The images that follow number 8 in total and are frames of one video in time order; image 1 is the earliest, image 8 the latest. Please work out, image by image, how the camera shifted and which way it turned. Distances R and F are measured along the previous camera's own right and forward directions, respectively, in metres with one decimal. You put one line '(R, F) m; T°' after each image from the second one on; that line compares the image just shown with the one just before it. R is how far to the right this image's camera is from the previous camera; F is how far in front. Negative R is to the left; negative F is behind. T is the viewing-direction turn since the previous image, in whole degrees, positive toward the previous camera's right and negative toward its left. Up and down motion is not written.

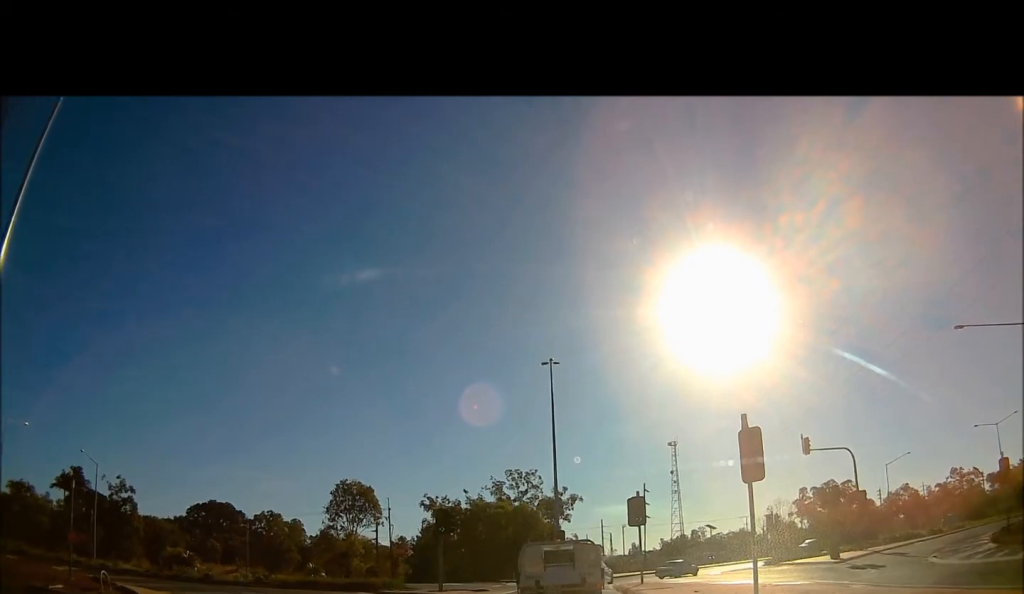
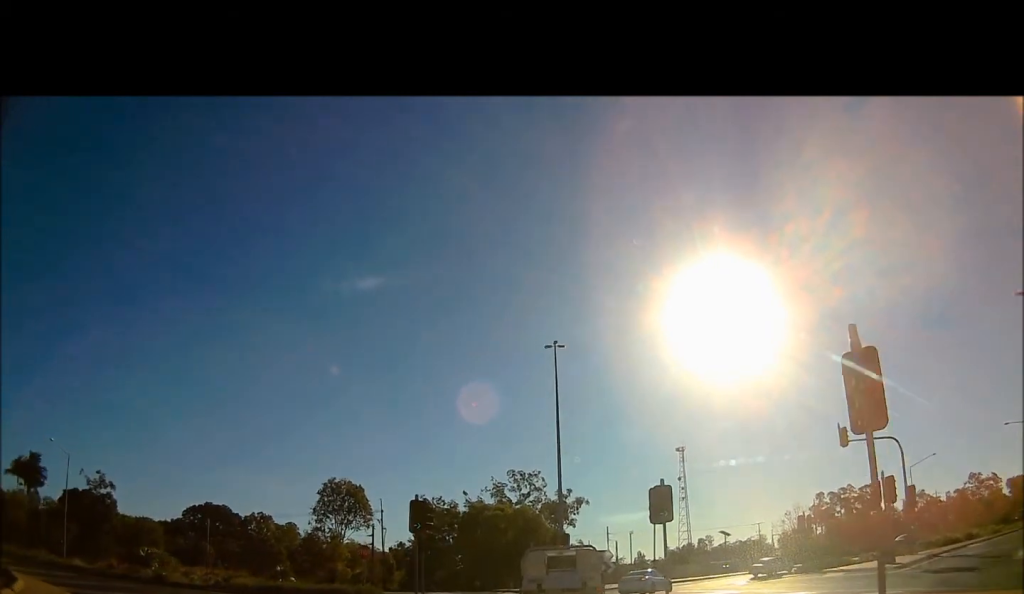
(+0.3, +6.3) m; +3°
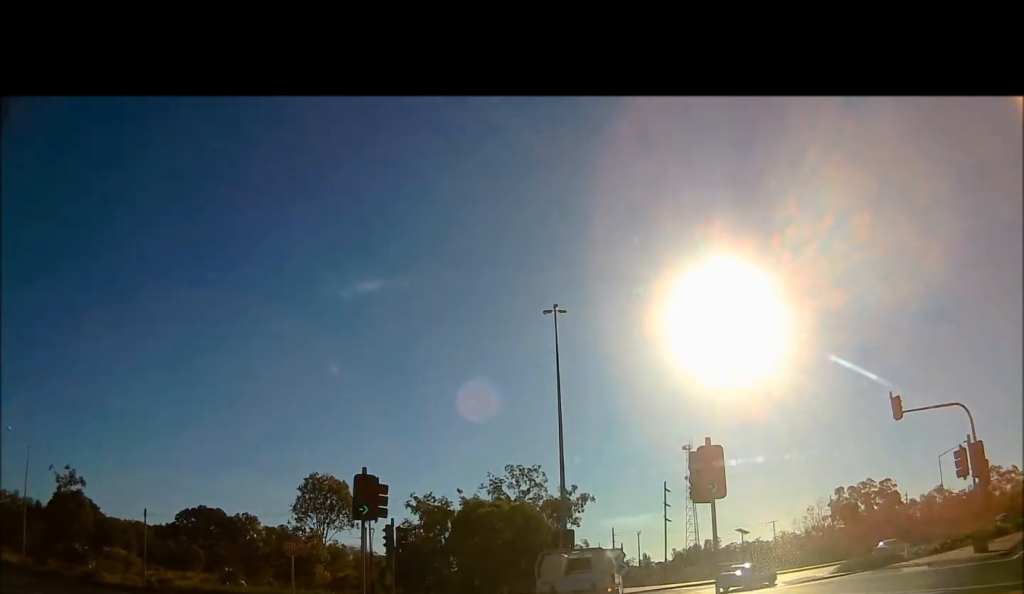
(+0.1, +8.2) m; +1°
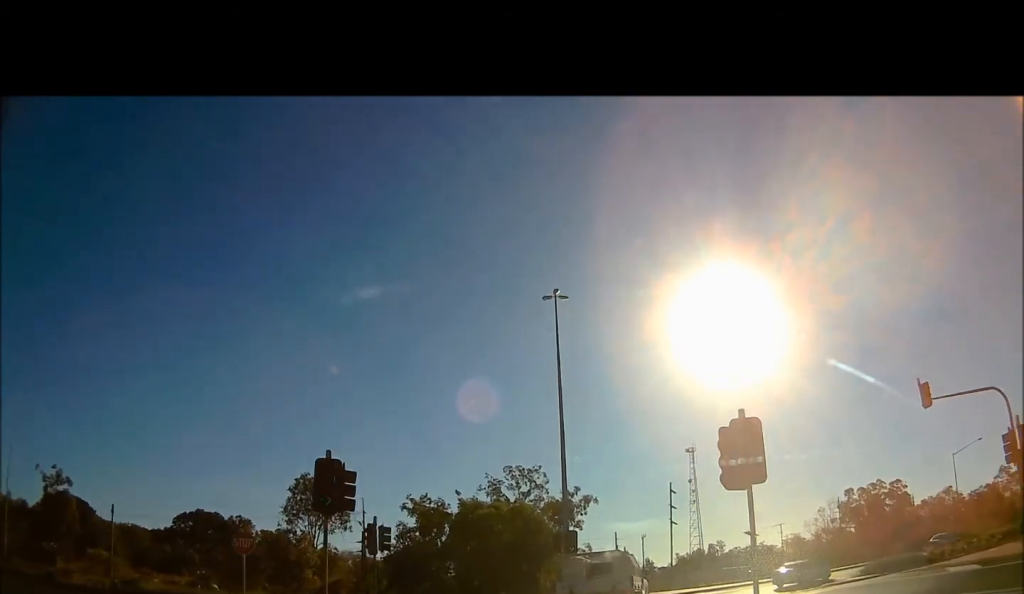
(0.0, +3.6) m; 0°
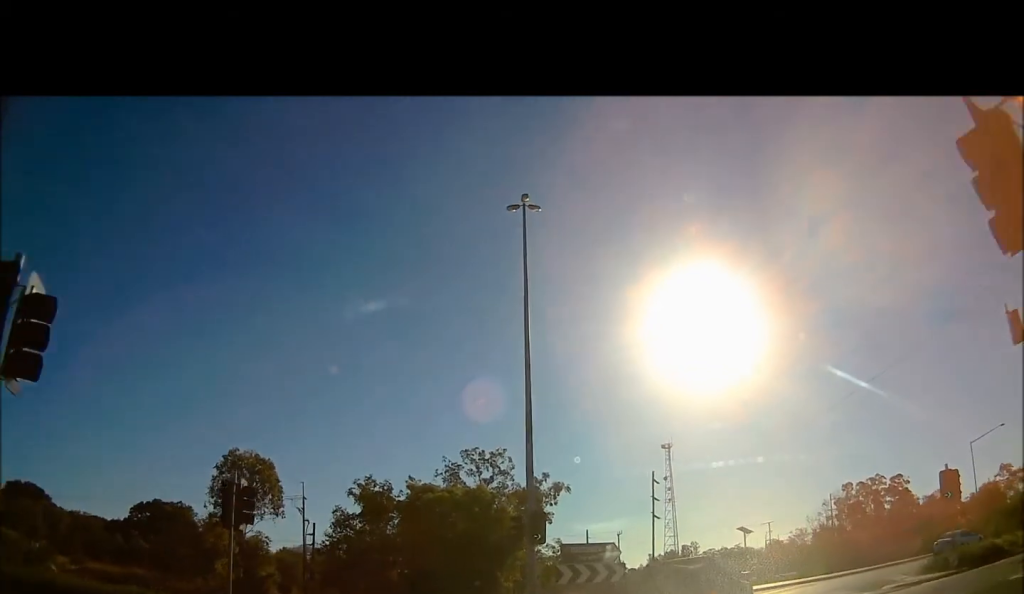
(+0.2, +10.9) m; +5°
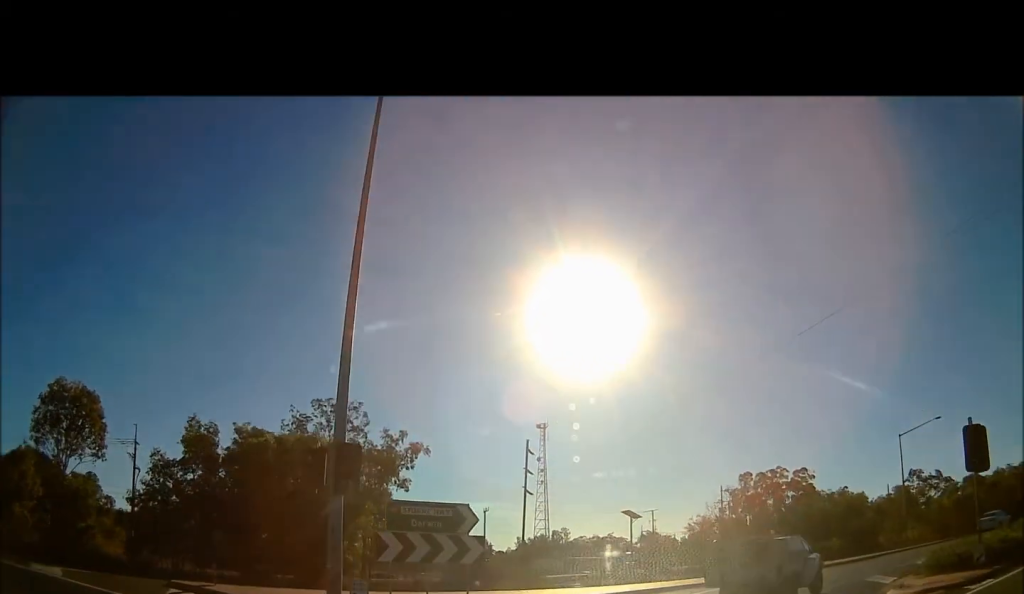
(+0.8, +8.8) m; +10°
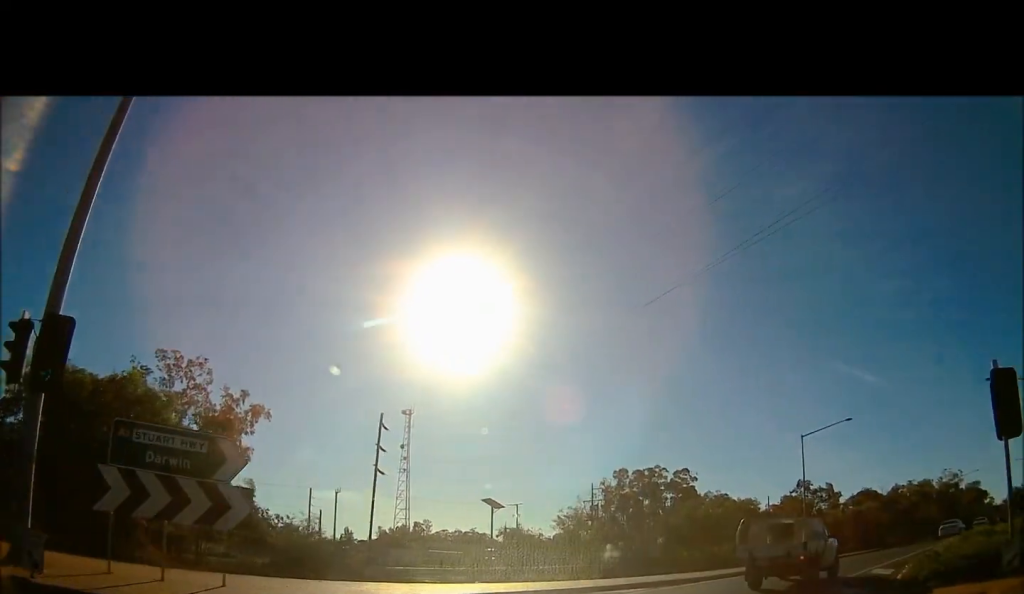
(+0.4, +6.2) m; +5°
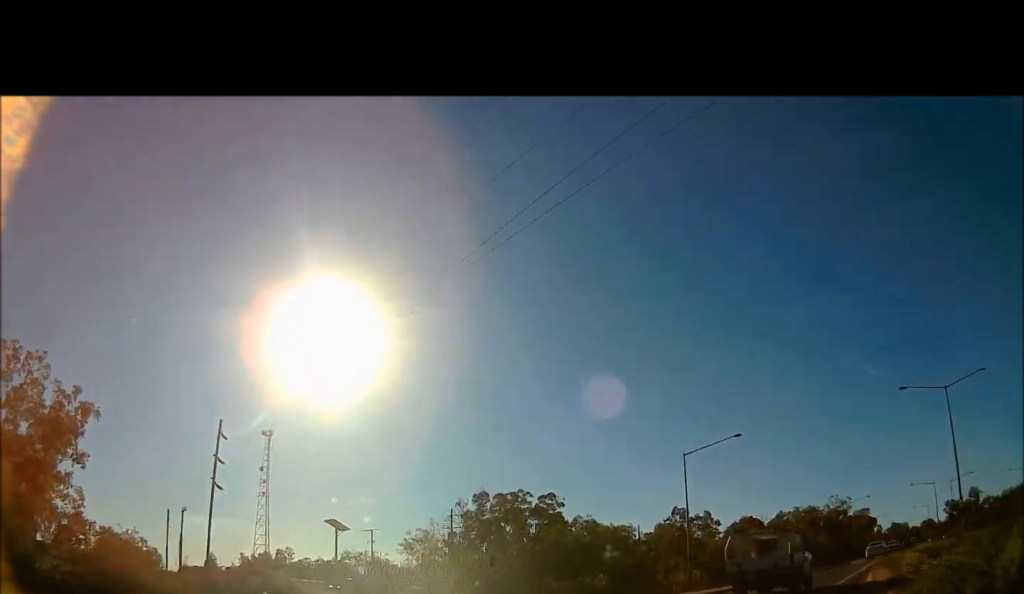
(+0.1, +5.4) m; +4°
